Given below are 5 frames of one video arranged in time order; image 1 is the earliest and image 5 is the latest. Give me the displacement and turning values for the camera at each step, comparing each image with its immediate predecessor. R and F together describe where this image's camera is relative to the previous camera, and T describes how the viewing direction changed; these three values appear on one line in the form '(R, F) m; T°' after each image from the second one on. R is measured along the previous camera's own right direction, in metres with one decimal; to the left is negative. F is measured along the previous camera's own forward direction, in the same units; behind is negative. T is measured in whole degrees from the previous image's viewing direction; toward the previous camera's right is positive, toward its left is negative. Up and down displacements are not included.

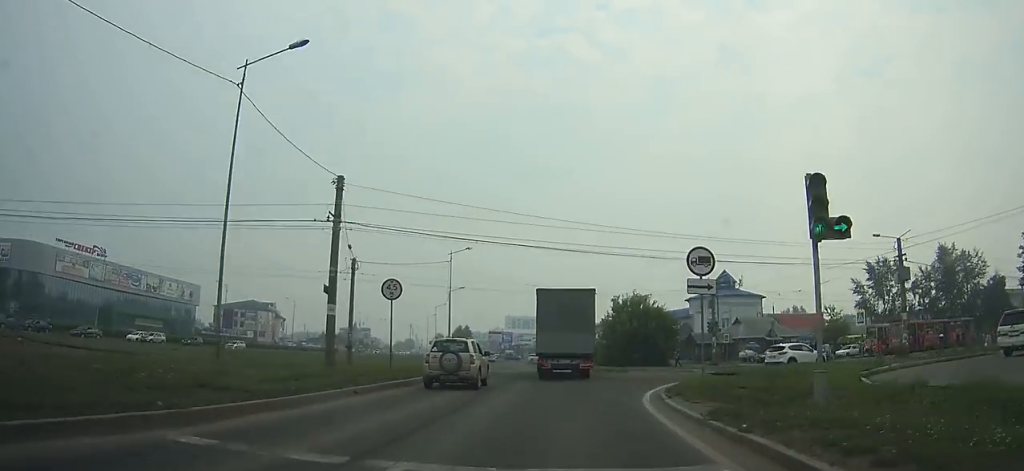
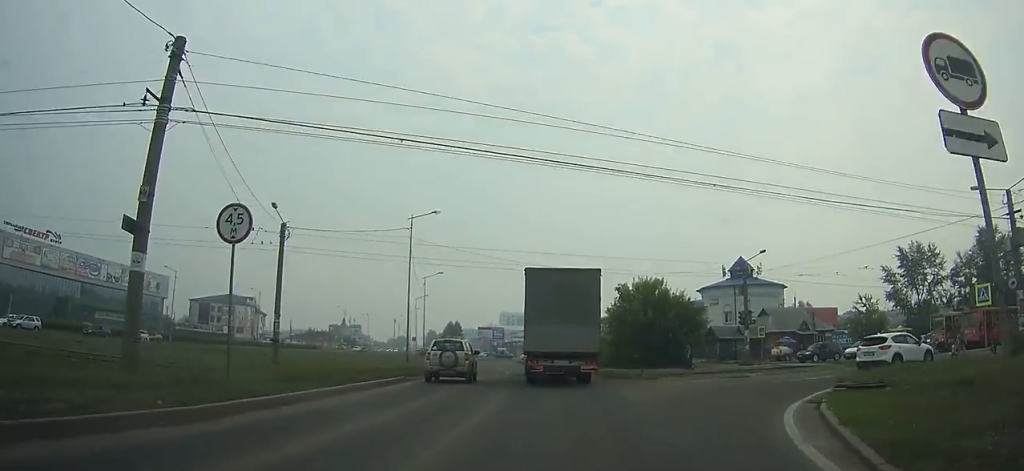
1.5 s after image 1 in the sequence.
(0.0, +11.4) m; 0°
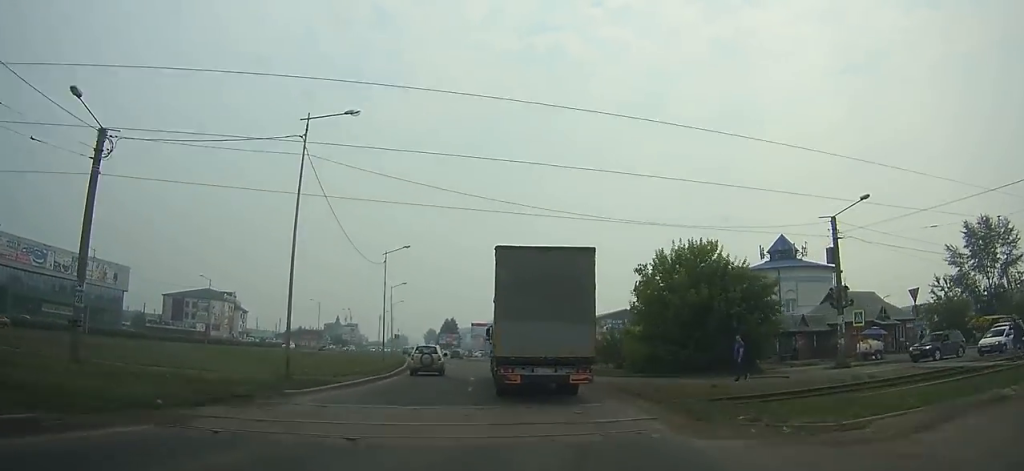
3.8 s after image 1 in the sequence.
(0.0, +17.1) m; -1°
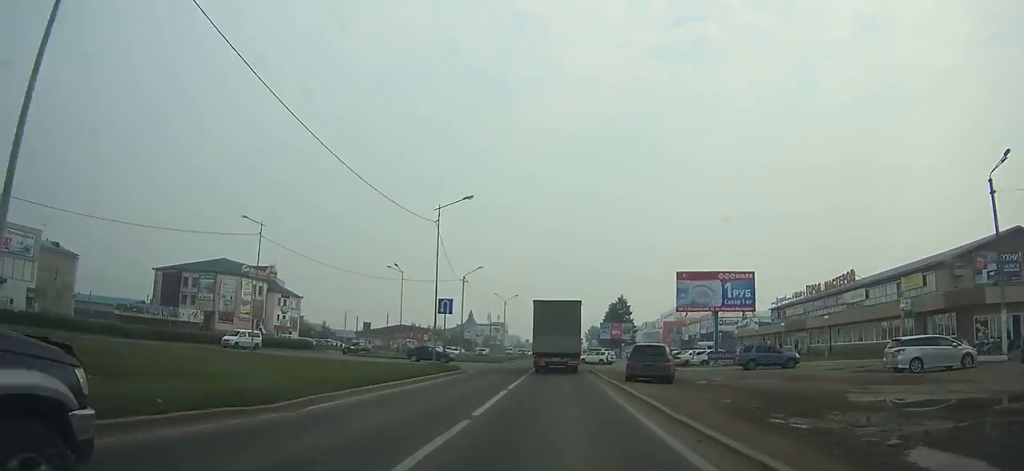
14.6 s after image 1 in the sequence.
(-13.1, +80.5) m; -14°
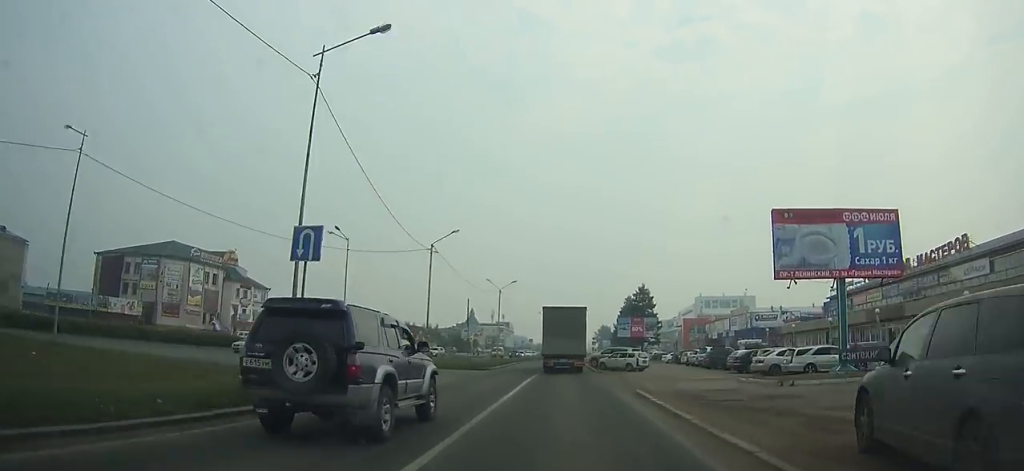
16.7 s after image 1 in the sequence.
(-0.1, +19.4) m; -1°
